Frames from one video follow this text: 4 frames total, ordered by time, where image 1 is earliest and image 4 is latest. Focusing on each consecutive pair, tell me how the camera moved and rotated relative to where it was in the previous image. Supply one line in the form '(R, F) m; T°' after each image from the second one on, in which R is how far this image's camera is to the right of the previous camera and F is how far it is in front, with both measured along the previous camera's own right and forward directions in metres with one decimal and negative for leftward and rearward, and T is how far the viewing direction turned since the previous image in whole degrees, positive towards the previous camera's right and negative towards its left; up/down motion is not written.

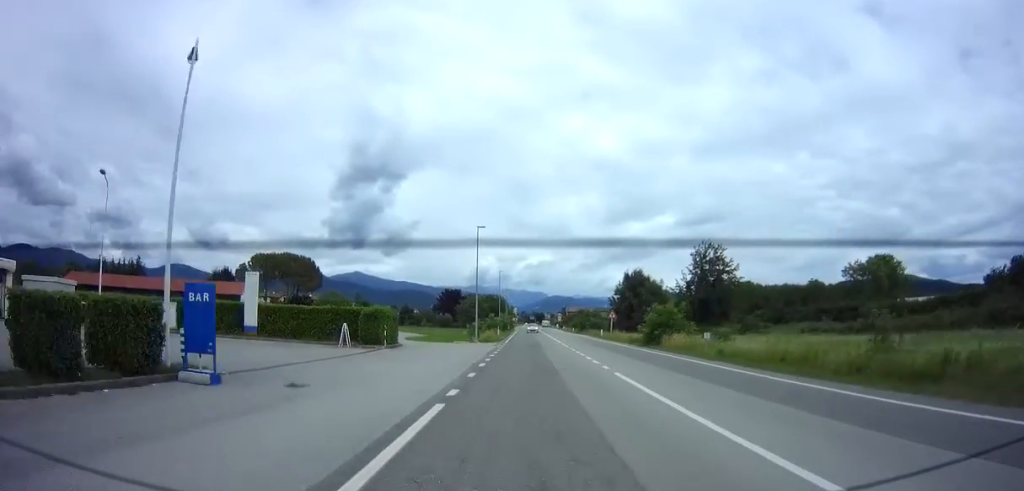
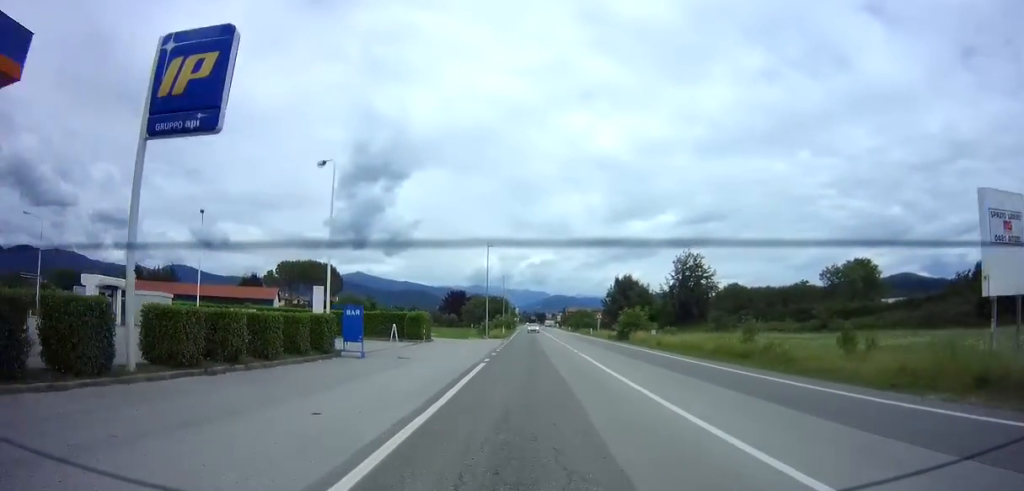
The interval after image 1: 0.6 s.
(-0.1, +10.4) m; 0°
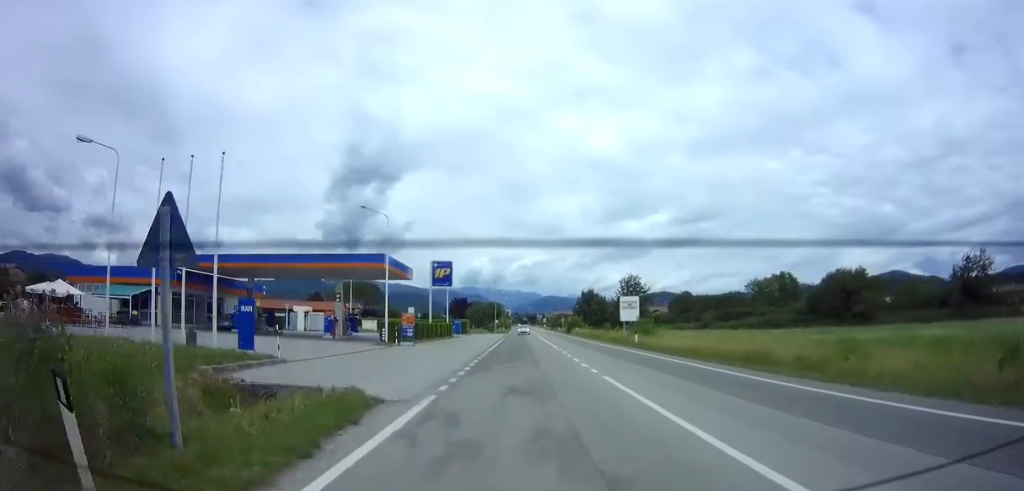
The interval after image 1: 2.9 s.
(+0.8, +39.8) m; +1°
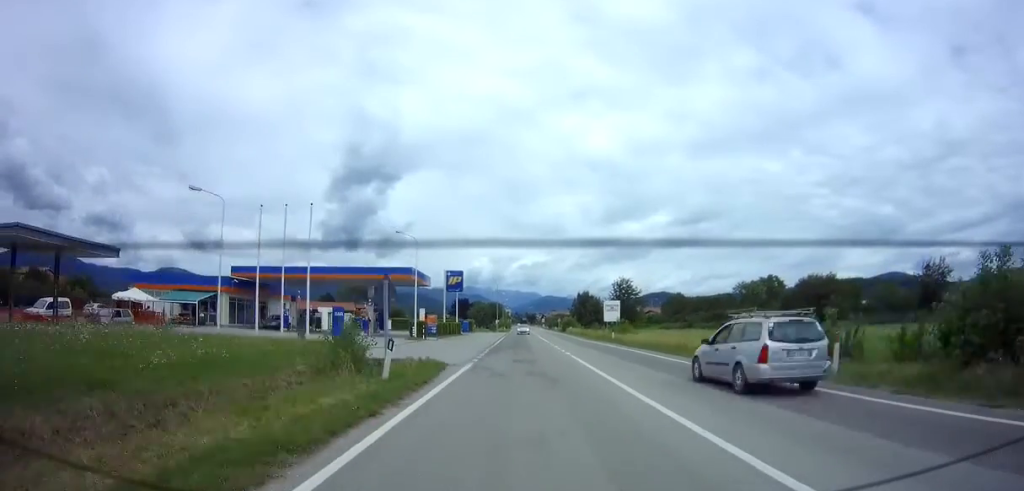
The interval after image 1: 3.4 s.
(0.0, +9.2) m; 0°
